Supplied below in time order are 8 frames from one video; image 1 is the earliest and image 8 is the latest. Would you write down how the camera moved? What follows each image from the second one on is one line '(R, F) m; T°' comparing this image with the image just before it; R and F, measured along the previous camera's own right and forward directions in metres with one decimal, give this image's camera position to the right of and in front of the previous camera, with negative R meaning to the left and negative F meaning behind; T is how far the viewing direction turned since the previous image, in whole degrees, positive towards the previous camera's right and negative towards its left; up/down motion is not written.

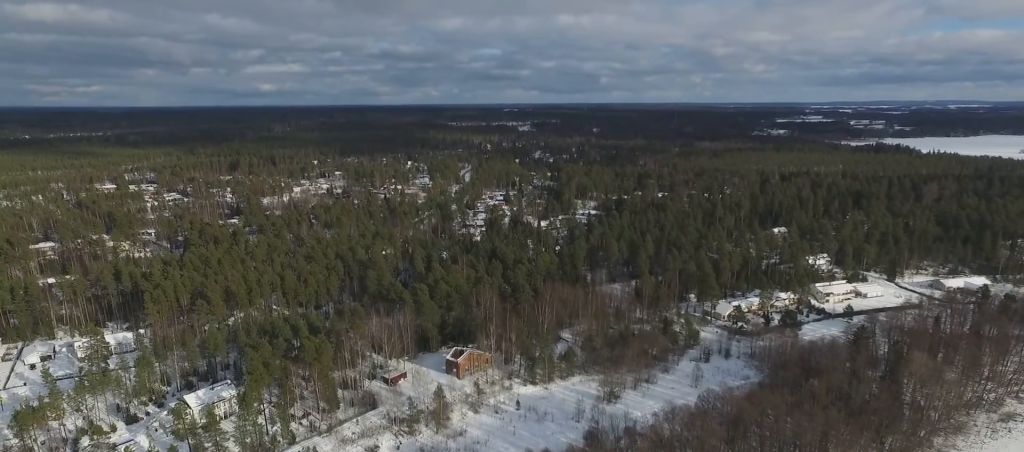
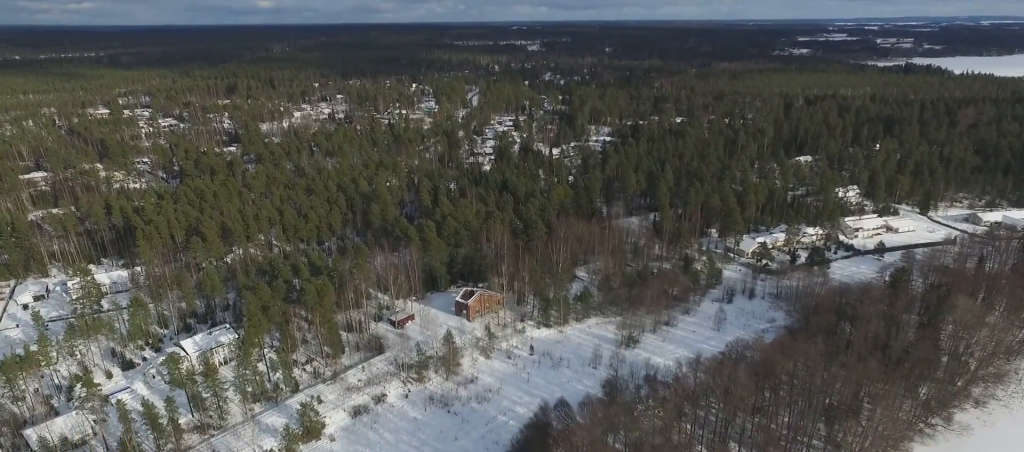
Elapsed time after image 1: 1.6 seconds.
(-0.4, +13.6) m; -2°
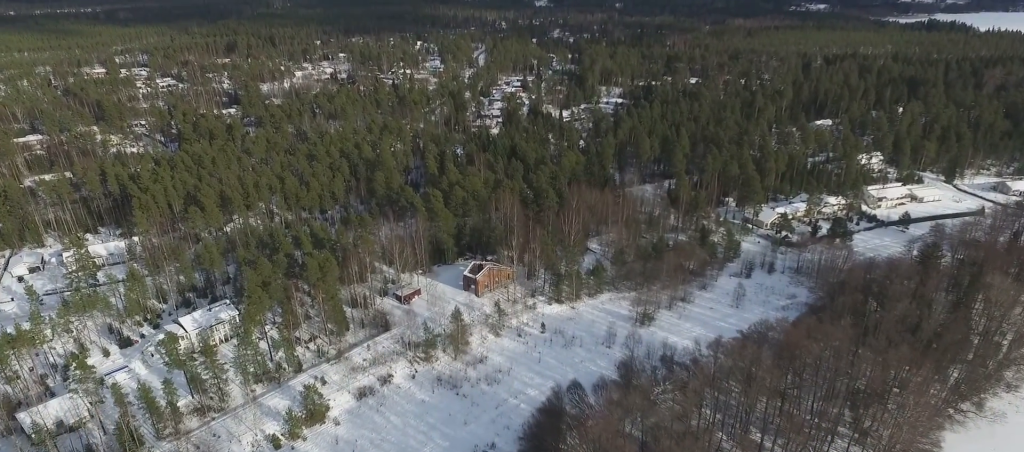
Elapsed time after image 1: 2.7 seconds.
(-0.1, +9.4) m; -1°
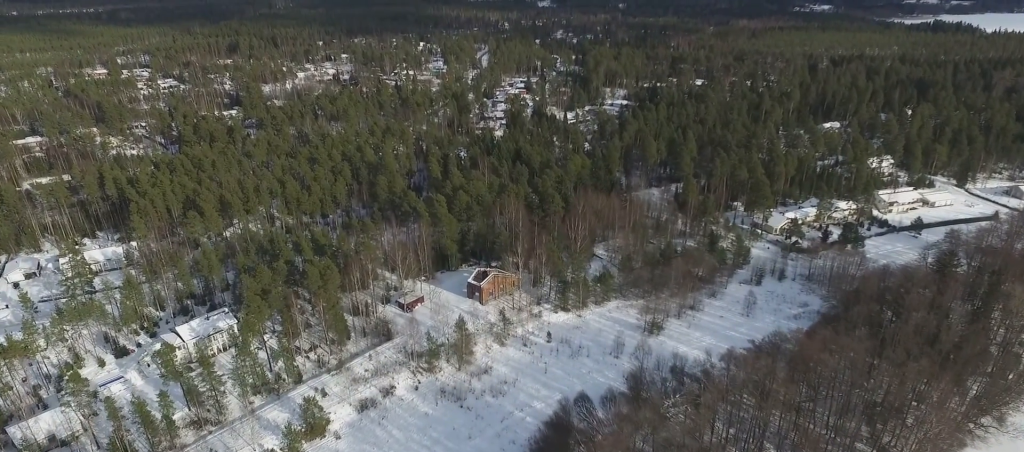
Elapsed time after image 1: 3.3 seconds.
(0.0, +5.2) m; 0°
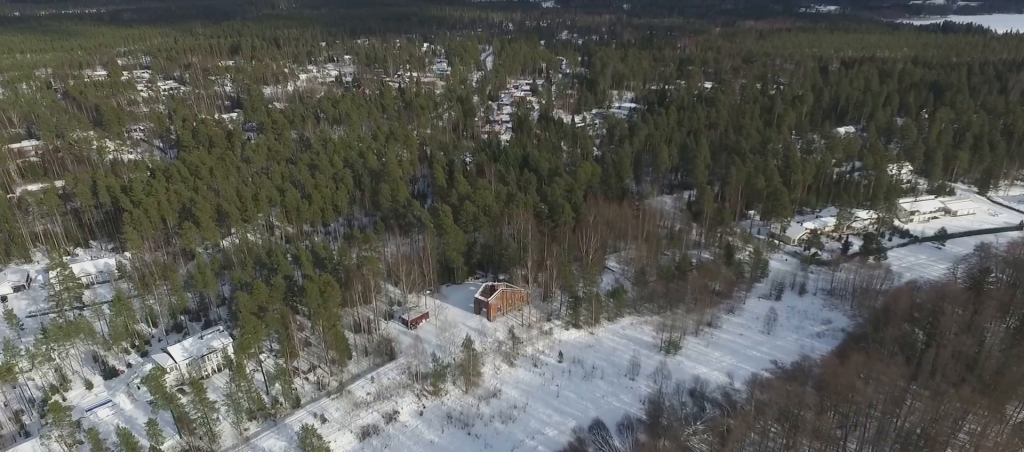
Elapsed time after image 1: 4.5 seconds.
(0.0, +10.0) m; +1°
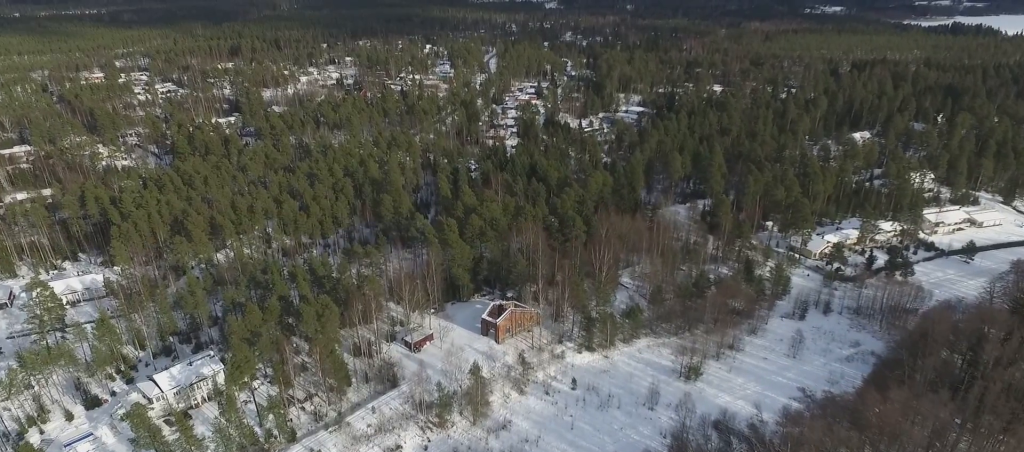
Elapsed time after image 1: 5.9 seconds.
(+0.1, +11.8) m; +1°
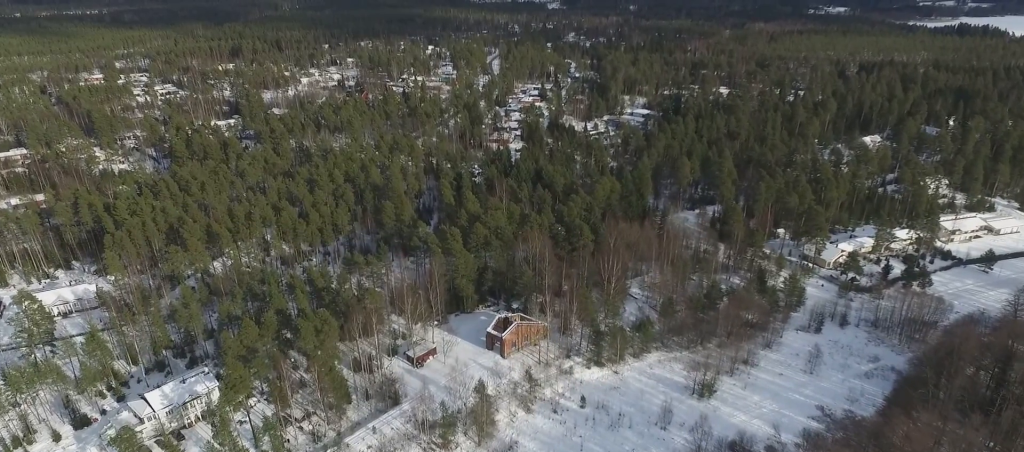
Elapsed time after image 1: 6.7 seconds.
(0.0, +7.1) m; +1°
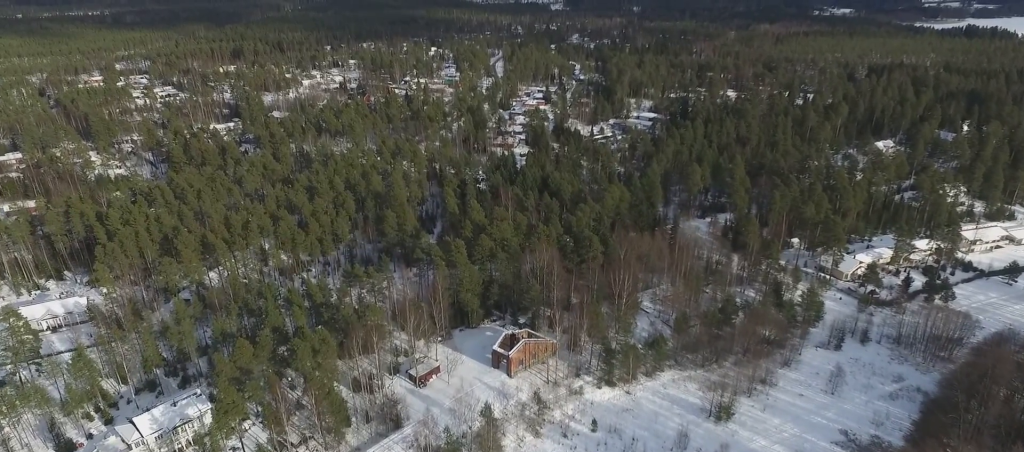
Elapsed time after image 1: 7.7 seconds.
(0.0, +8.6) m; 0°
